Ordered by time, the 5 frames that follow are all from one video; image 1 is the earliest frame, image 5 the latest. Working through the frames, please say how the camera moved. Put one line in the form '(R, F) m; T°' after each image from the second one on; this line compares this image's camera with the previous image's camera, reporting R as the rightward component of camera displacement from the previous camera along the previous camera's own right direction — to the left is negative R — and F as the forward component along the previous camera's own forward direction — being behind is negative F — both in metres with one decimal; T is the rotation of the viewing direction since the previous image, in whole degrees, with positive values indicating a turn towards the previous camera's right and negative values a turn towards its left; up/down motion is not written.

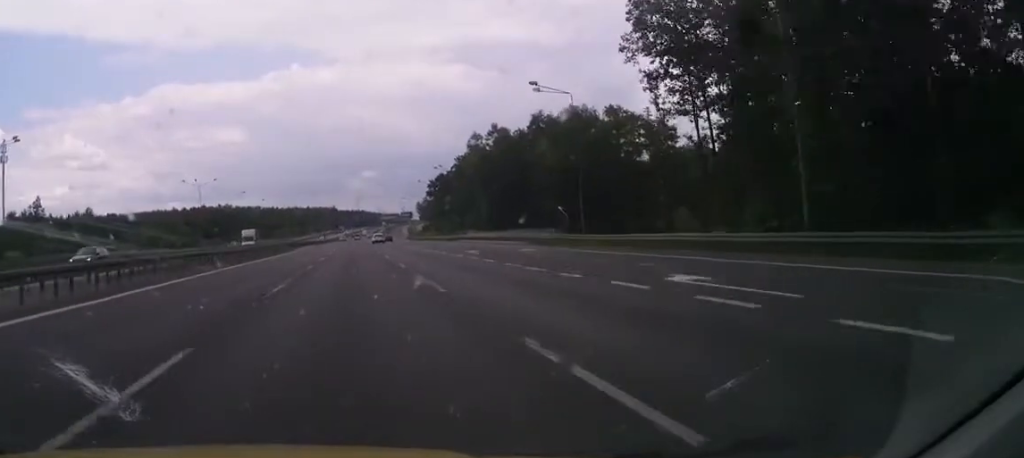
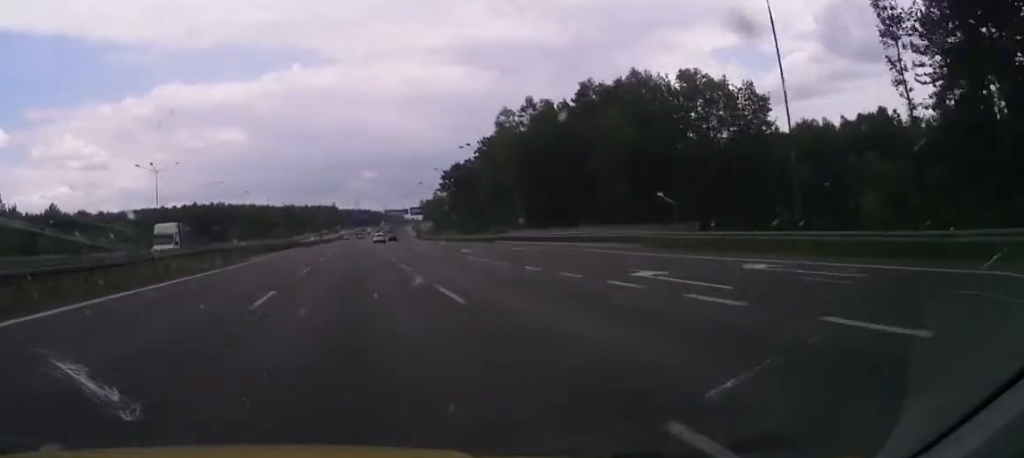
(-0.1, +28.5) m; 0°
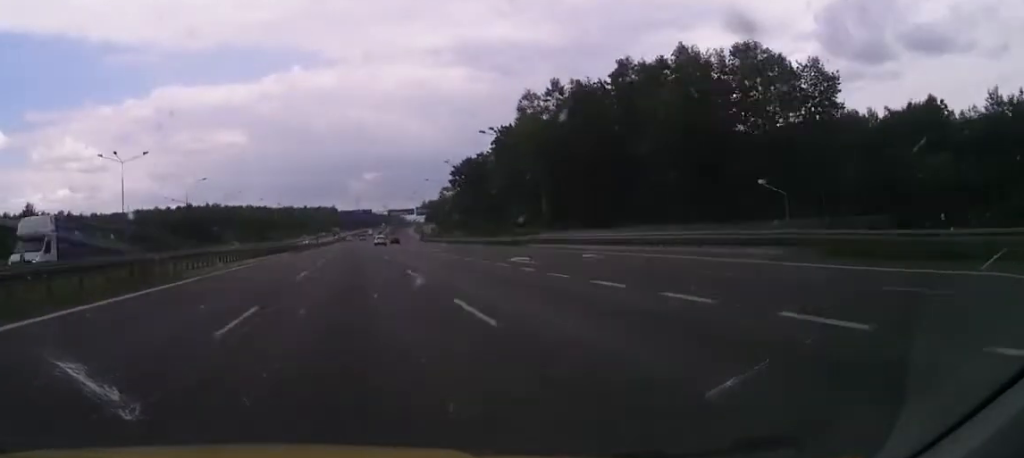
(+0.1, +15.2) m; 0°
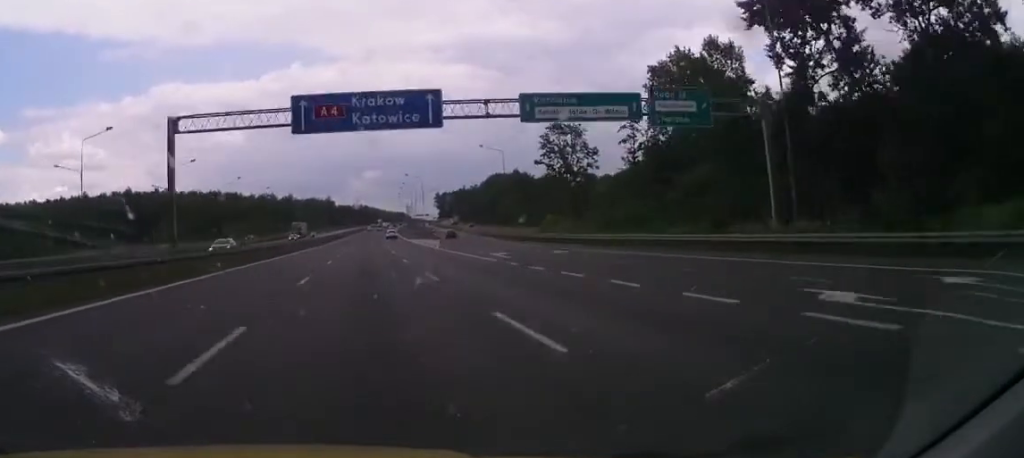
(+0.3, +114.7) m; 0°
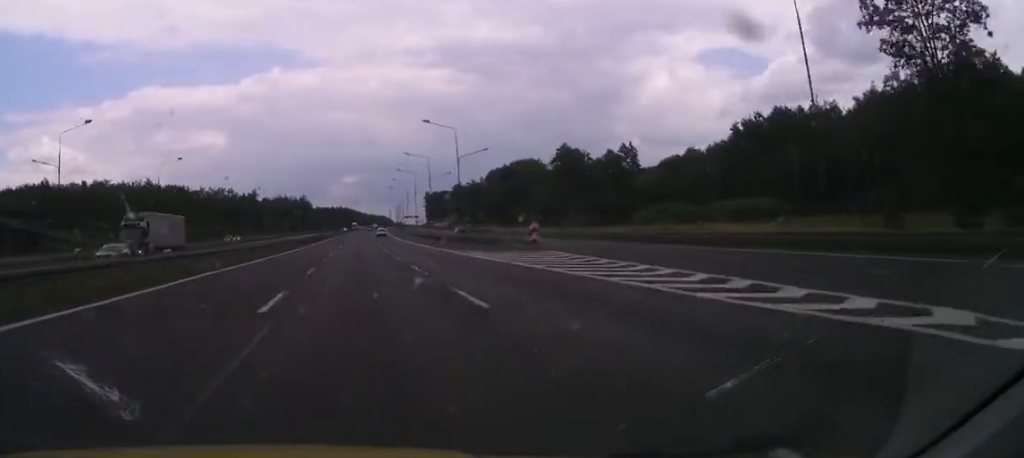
(0.0, +68.6) m; 0°
